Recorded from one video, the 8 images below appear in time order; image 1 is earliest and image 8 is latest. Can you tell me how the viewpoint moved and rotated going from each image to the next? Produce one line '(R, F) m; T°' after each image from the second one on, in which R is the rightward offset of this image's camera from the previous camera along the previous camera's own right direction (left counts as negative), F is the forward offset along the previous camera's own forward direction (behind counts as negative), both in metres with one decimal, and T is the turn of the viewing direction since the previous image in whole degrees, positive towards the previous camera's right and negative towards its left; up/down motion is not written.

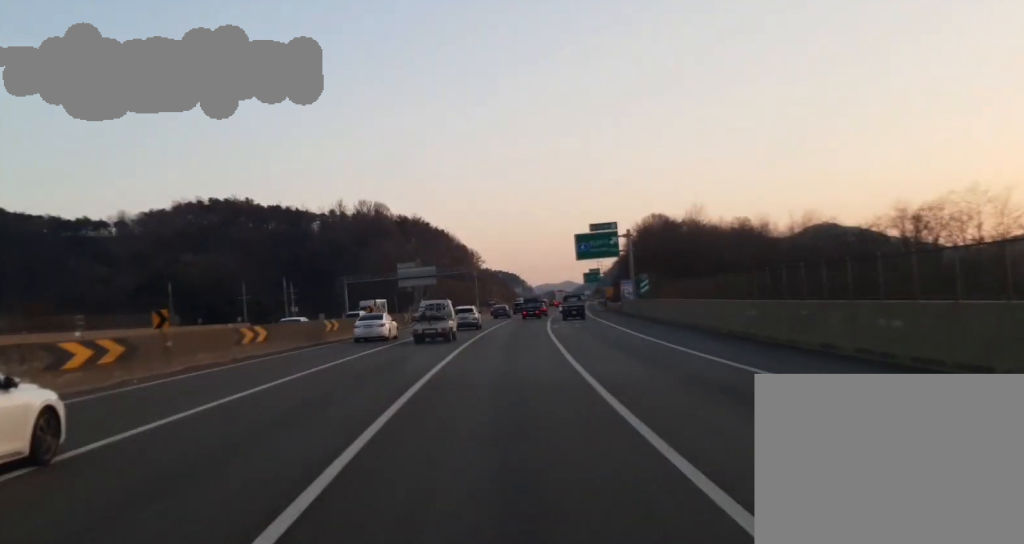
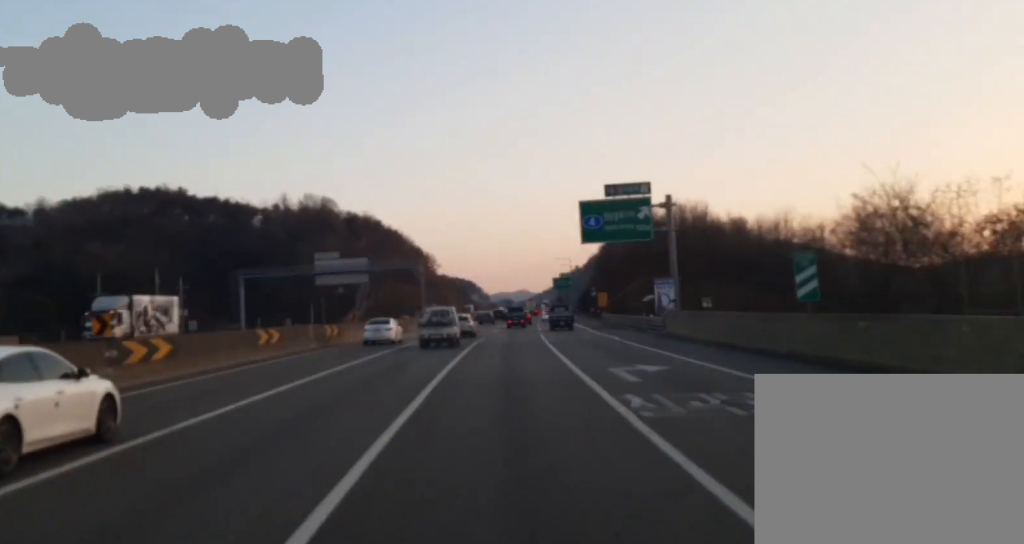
(+3.3, +47.3) m; +5°
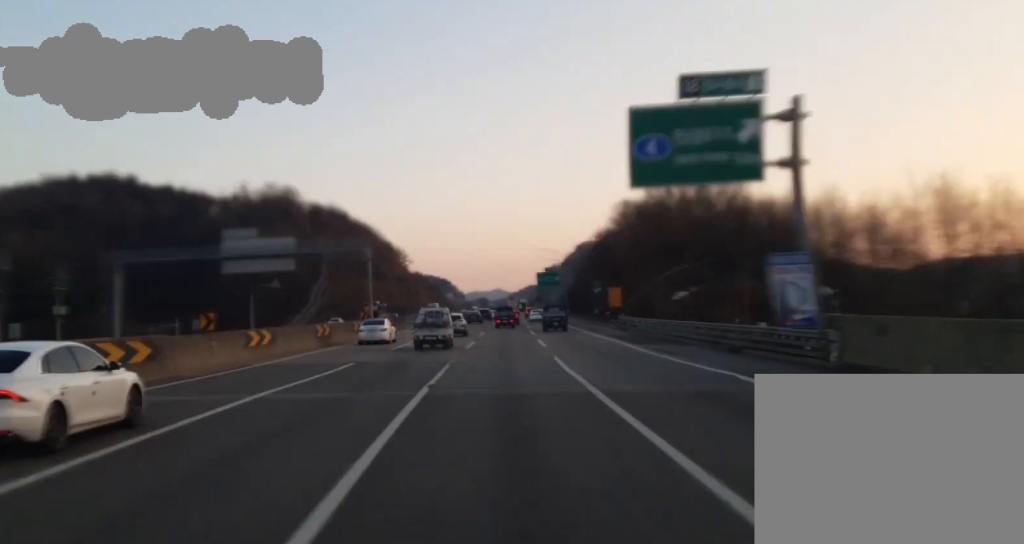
(+0.3, +30.2) m; 0°
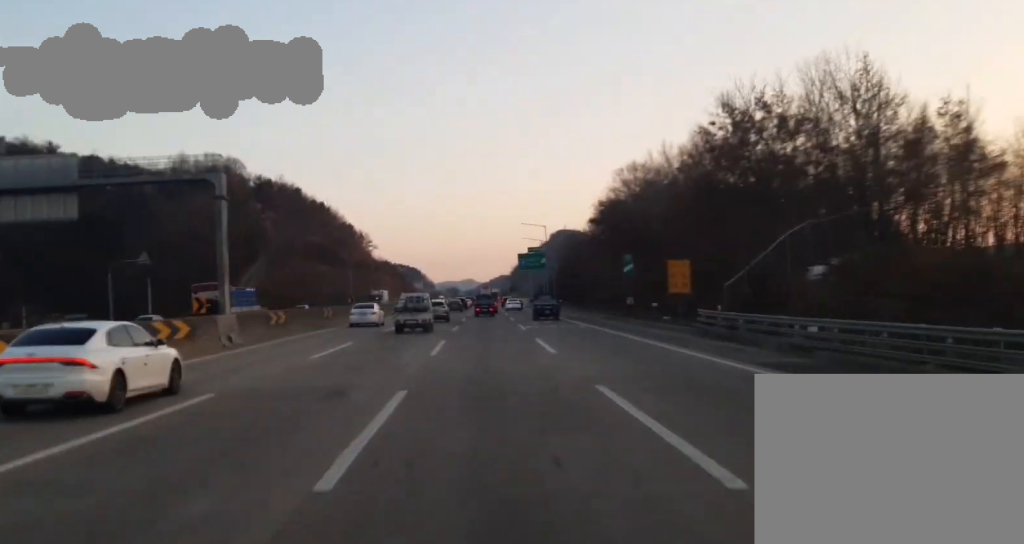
(+0.1, +37.7) m; +1°
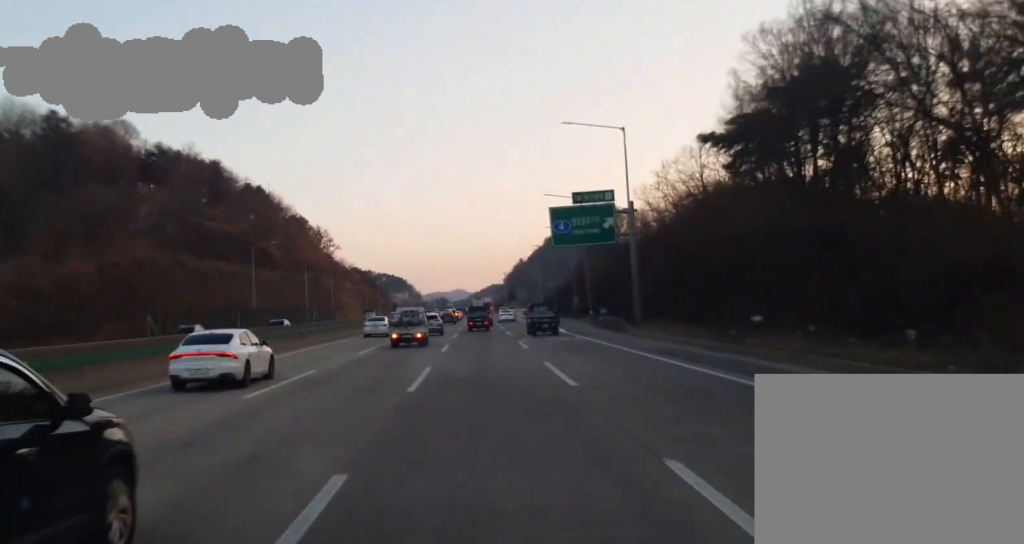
(+3.1, +85.8) m; +4°
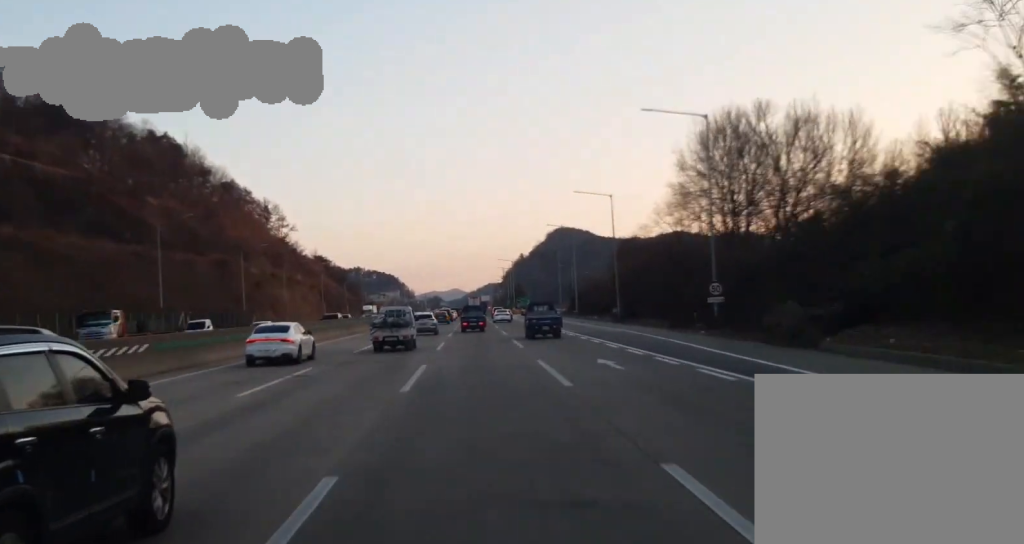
(+0.9, +76.5) m; +1°
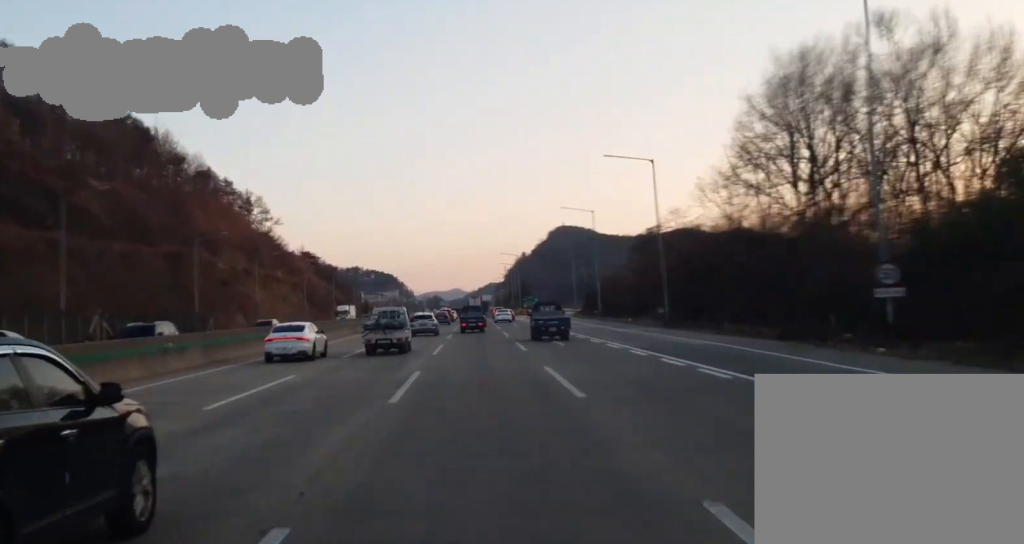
(+0.1, +21.7) m; -1°
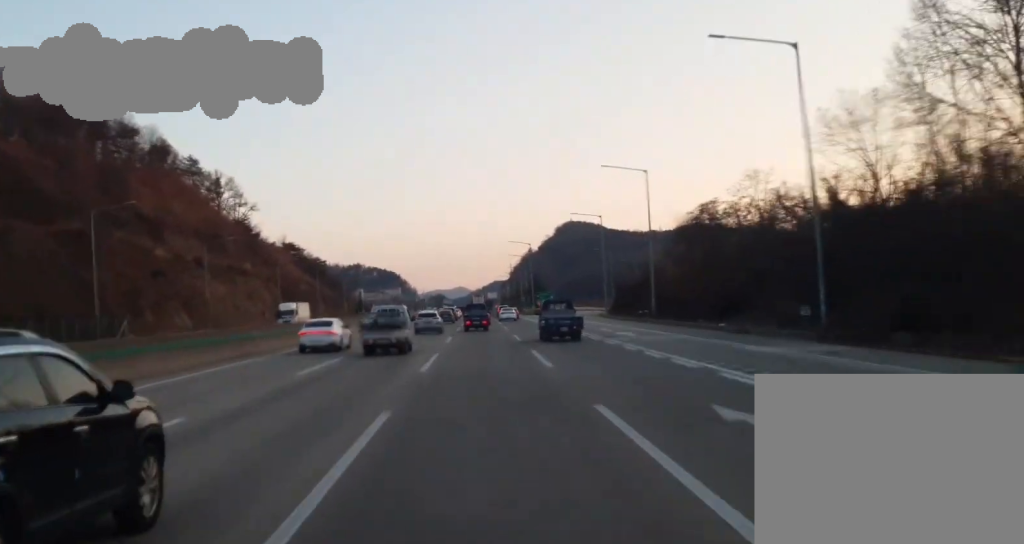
(+0.3, +31.0) m; -1°
